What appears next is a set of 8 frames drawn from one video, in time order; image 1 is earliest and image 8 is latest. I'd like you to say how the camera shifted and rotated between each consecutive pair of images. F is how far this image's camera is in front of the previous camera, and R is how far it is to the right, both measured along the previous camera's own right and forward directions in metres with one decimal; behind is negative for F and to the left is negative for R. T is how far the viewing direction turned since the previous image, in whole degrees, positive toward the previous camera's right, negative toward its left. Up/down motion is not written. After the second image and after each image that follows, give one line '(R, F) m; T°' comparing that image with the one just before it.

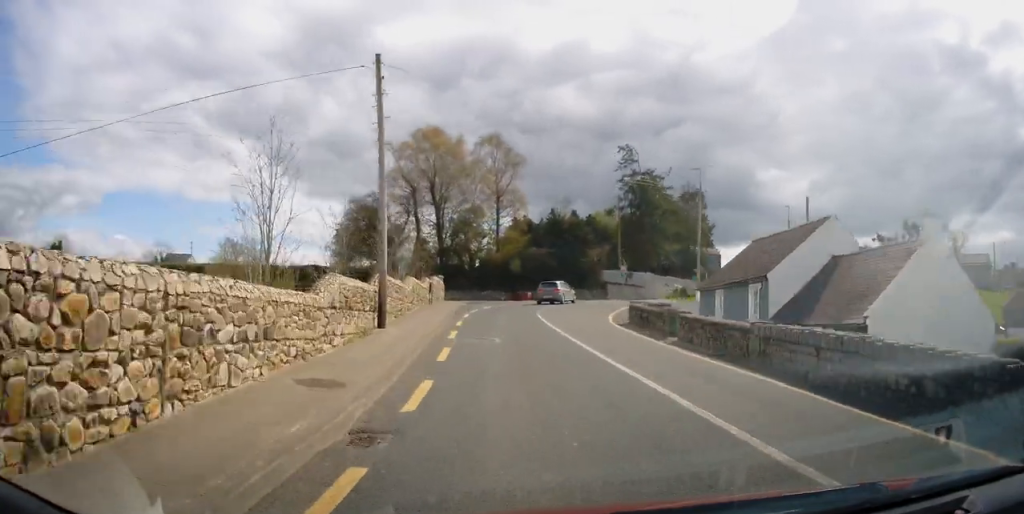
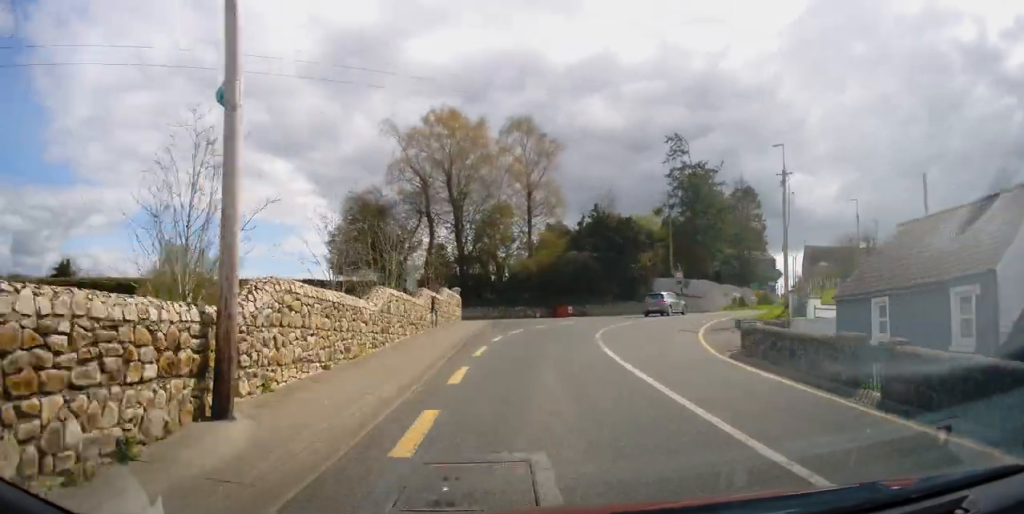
(-0.4, +9.7) m; -2°
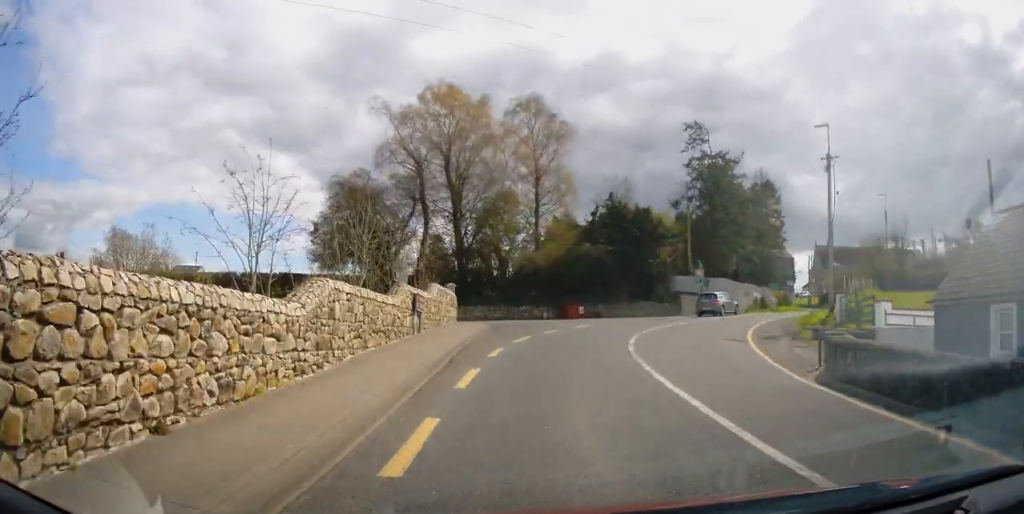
(-0.1, +4.7) m; 0°
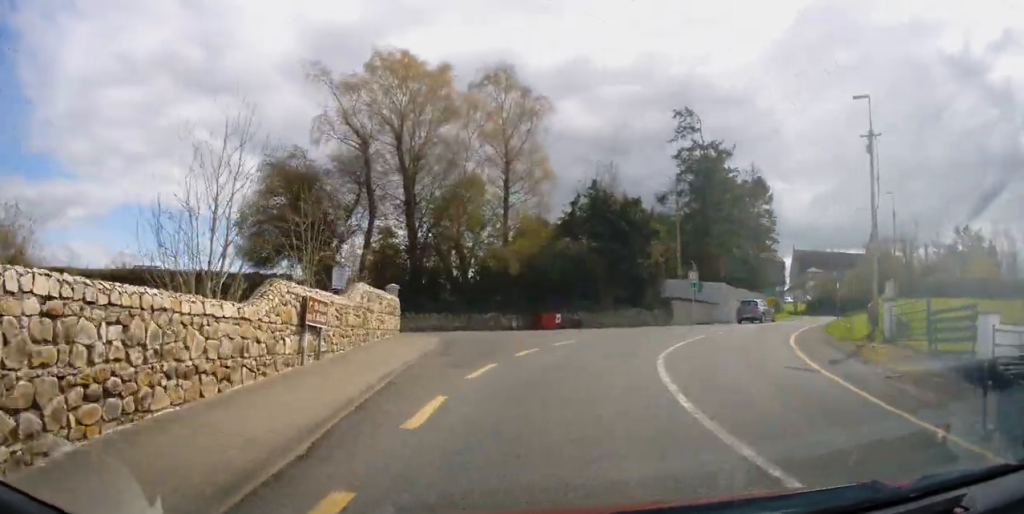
(-0.1, +6.4) m; +3°
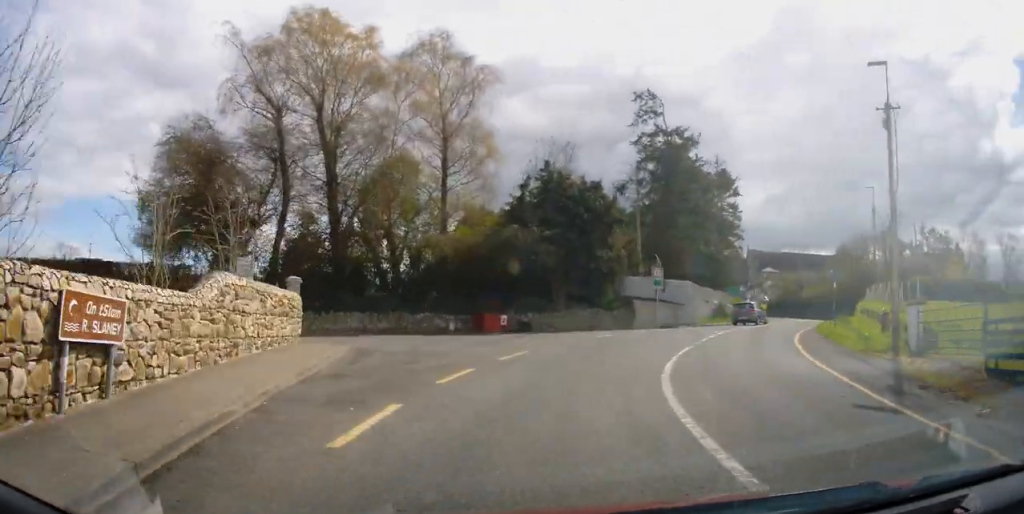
(-0.1, +4.8) m; +3°
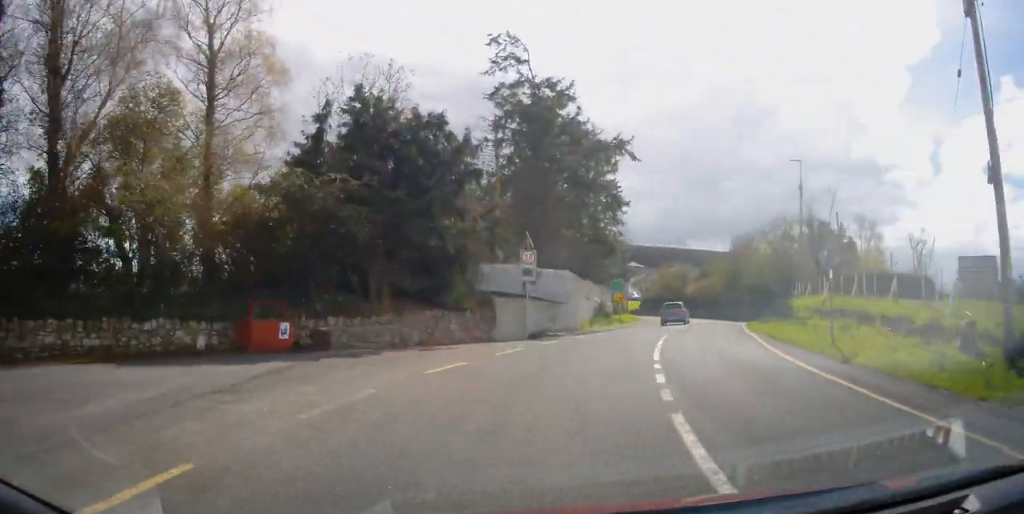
(+1.1, +10.7) m; +13°
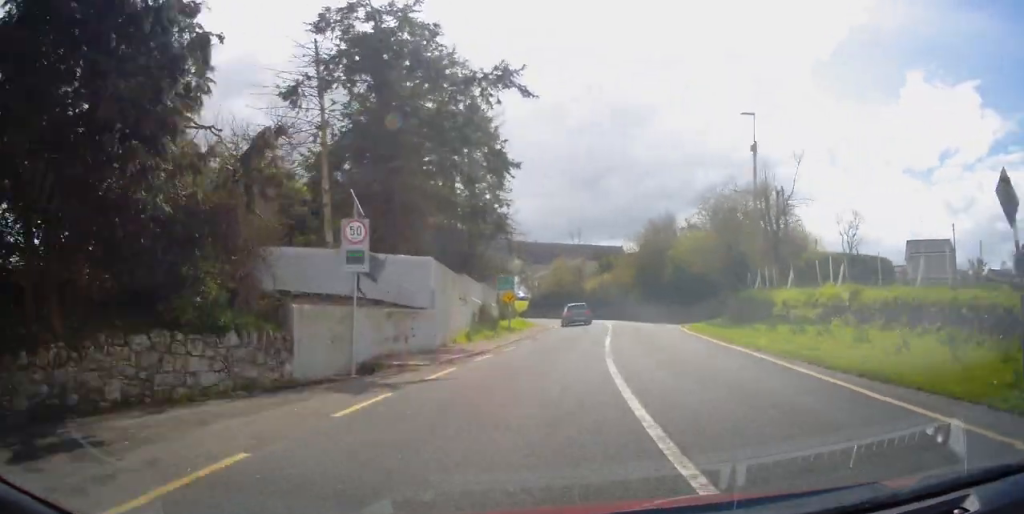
(+1.2, +10.6) m; +11°
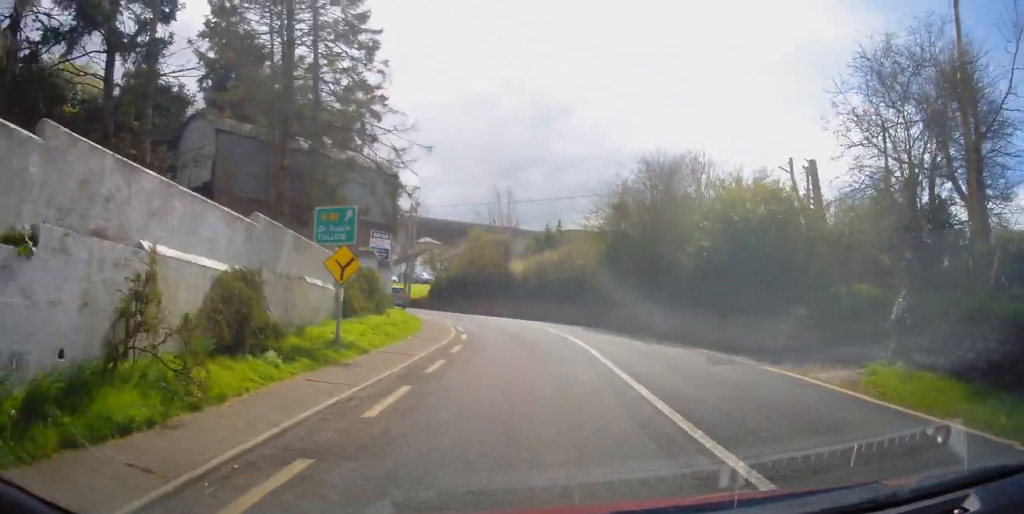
(+2.4, +19.9) m; +11°
